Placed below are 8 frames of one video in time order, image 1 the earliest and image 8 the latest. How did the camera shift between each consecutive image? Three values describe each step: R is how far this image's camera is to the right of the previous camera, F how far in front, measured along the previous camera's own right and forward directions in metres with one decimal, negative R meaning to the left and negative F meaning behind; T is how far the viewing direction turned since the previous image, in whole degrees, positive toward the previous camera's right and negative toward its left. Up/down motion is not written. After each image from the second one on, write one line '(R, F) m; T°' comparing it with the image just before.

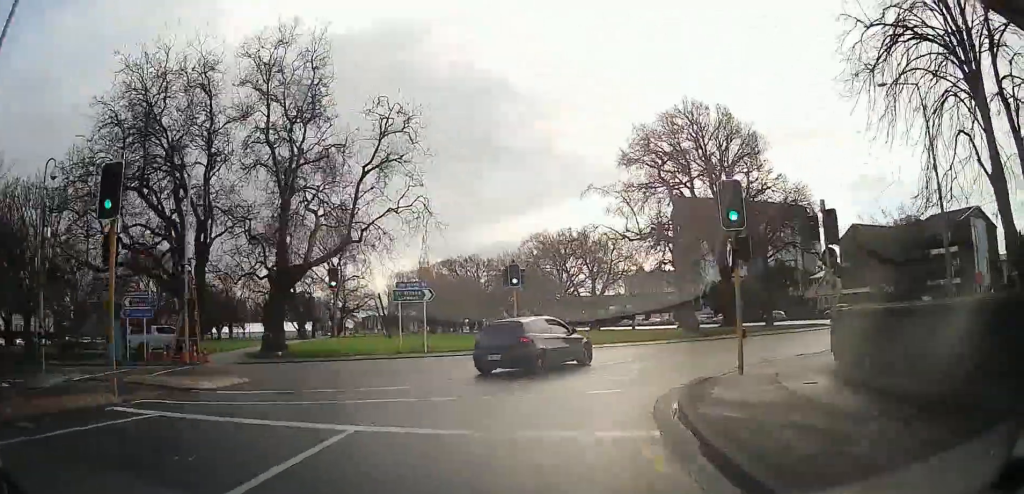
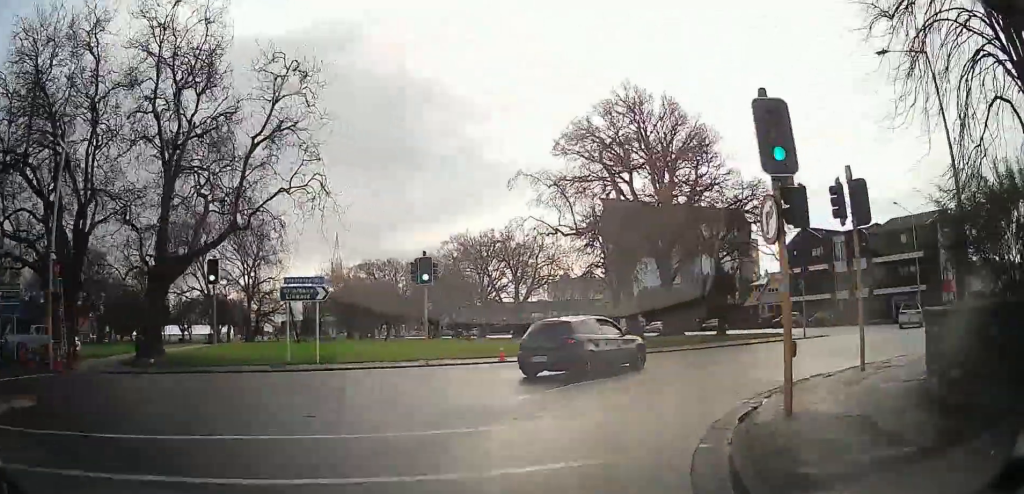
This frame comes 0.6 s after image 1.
(-0.1, +5.9) m; +3°
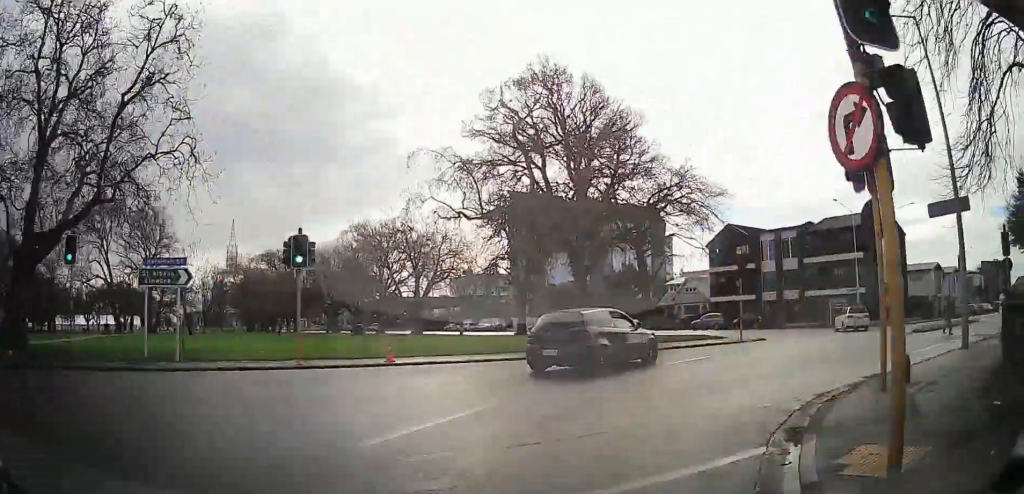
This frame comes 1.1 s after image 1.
(+0.3, +4.3) m; +8°
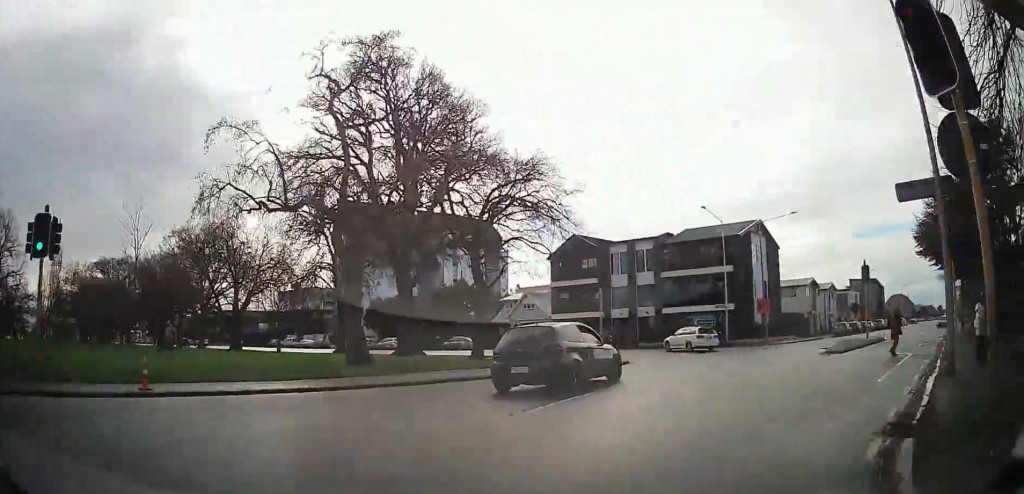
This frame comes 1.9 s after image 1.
(+0.5, +6.5) m; +12°
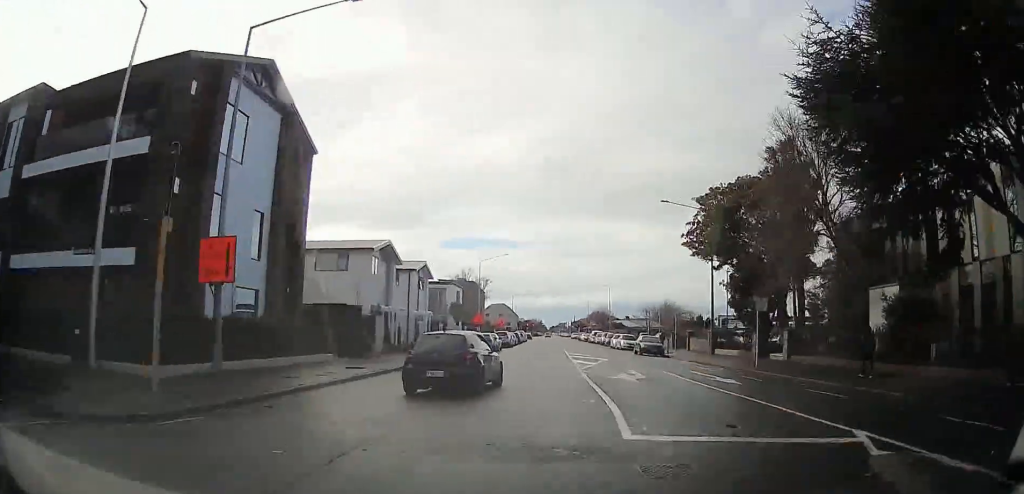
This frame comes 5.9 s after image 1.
(+18.7, +31.7) m; +44°
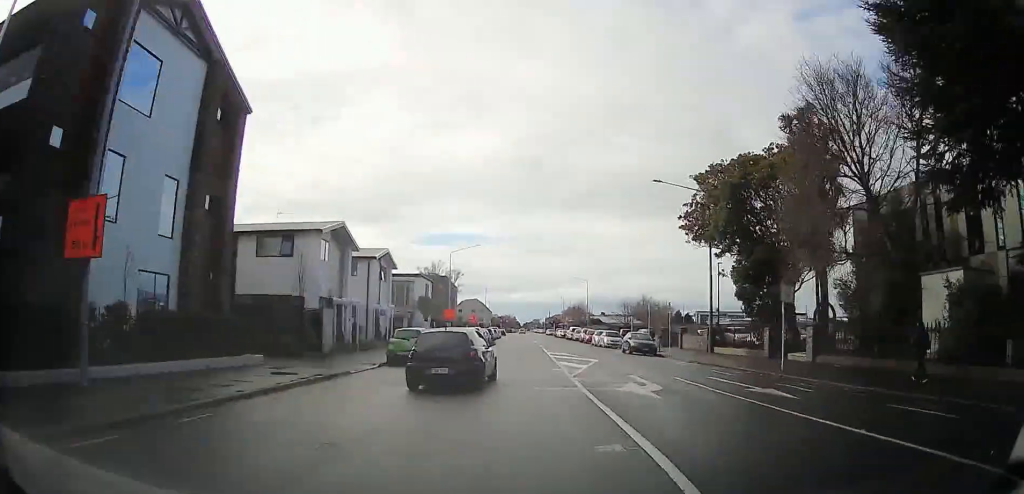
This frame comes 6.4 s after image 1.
(+0.4, +4.6) m; +4°
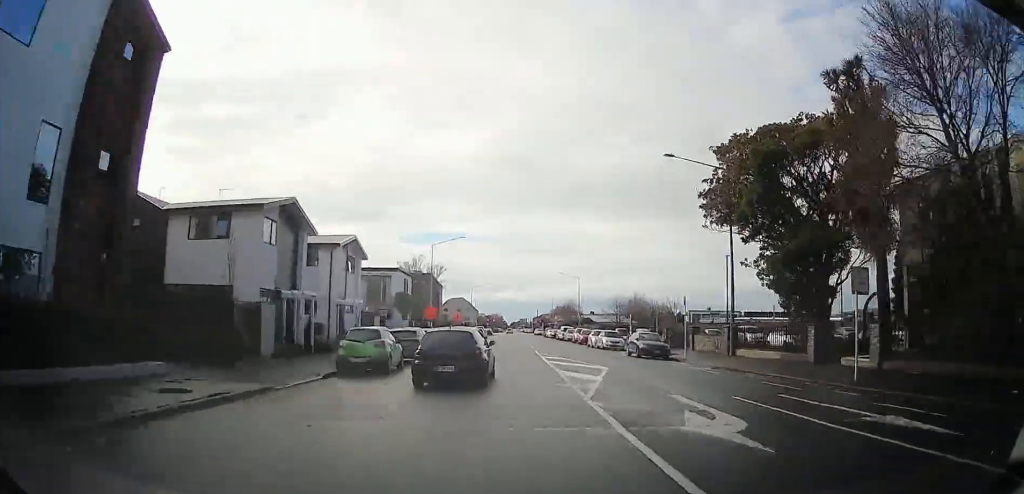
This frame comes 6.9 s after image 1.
(+0.2, +5.7) m; +3°
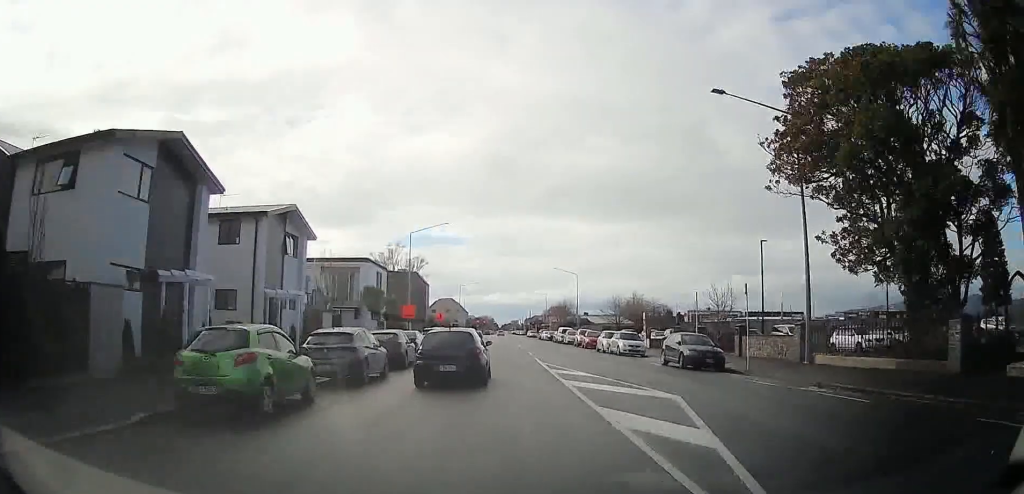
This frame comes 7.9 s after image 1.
(+0.1, +9.4) m; +1°
